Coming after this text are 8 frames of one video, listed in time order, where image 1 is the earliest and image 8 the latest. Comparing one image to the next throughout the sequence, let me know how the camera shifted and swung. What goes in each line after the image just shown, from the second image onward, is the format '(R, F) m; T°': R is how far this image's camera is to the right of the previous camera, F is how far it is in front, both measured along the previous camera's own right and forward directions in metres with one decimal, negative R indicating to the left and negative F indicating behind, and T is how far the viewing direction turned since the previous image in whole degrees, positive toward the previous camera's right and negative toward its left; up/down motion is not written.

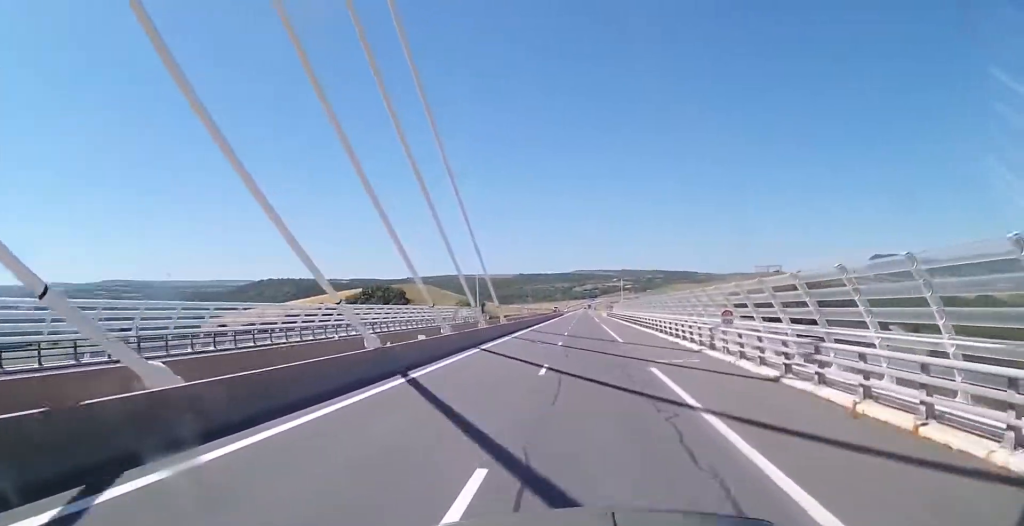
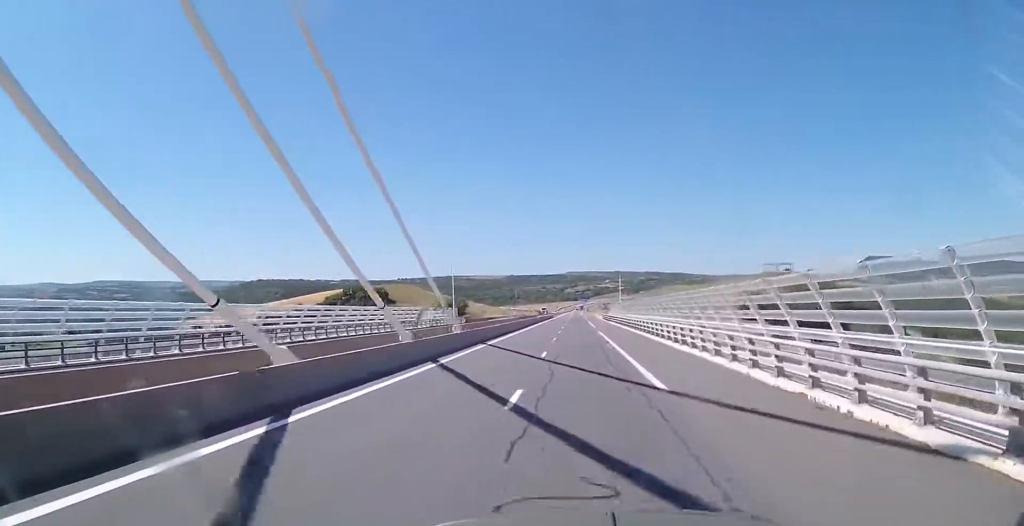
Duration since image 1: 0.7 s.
(0.0, +19.0) m; 0°
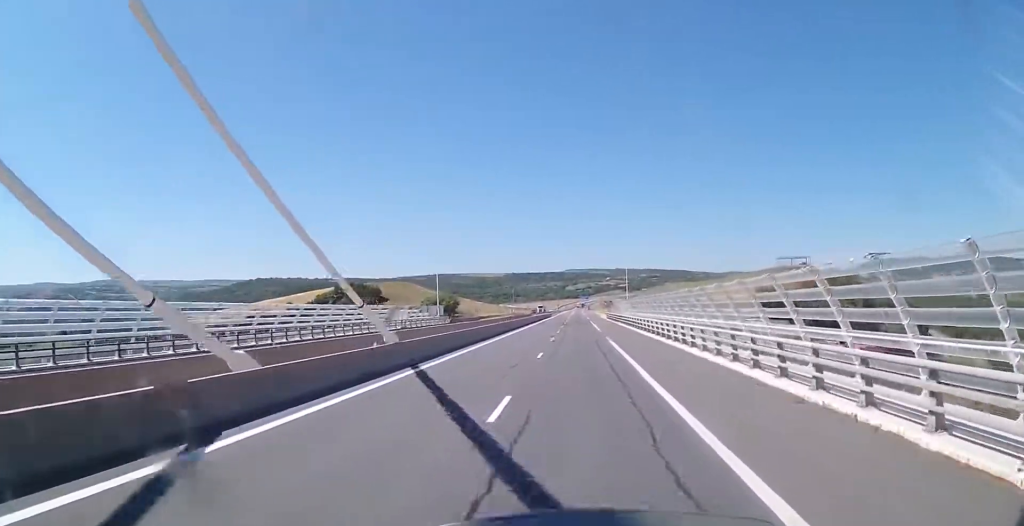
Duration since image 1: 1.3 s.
(+0.2, +14.1) m; 0°
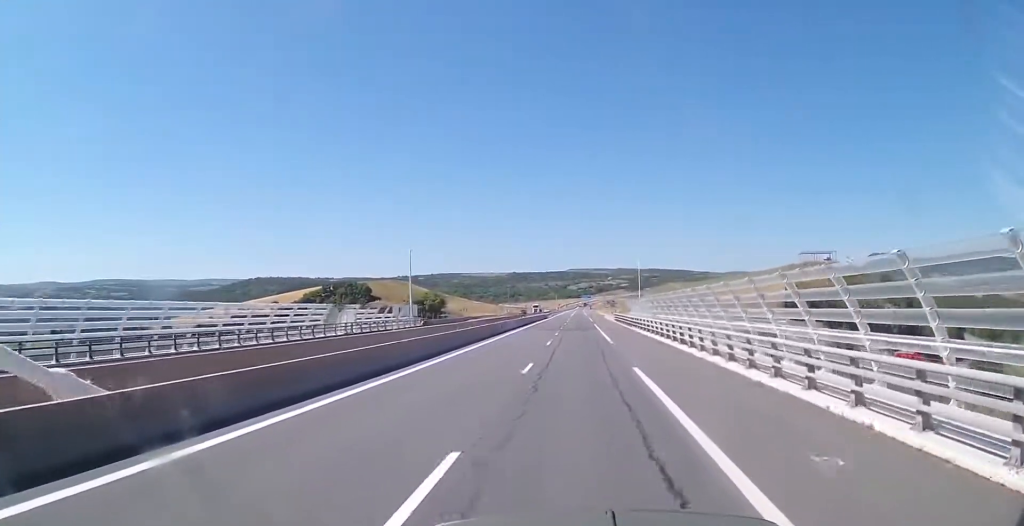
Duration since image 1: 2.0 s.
(-0.1, +18.3) m; 0°
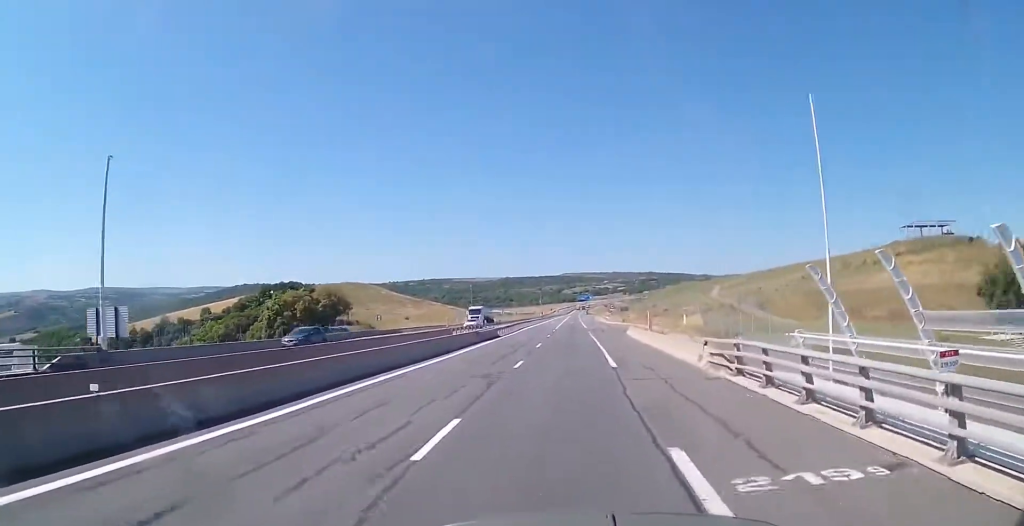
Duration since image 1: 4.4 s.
(+0.5, +62.0) m; 0°
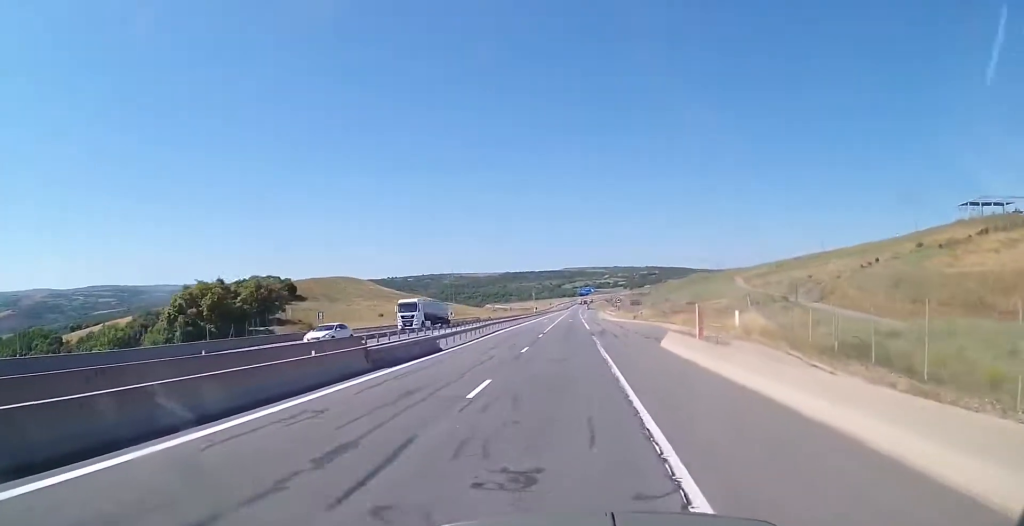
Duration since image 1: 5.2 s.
(-0.3, +21.2) m; 0°
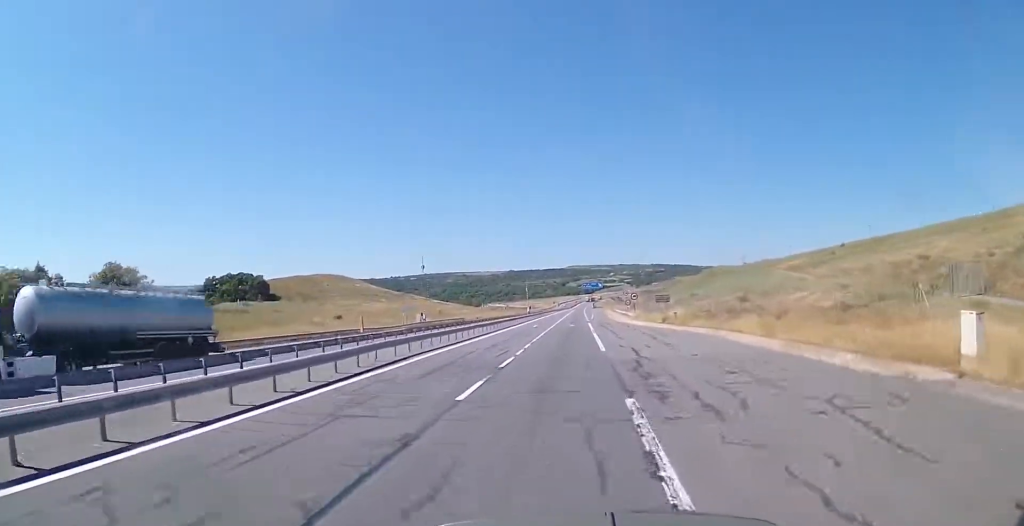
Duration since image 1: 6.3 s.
(+0.2, +27.0) m; +1°
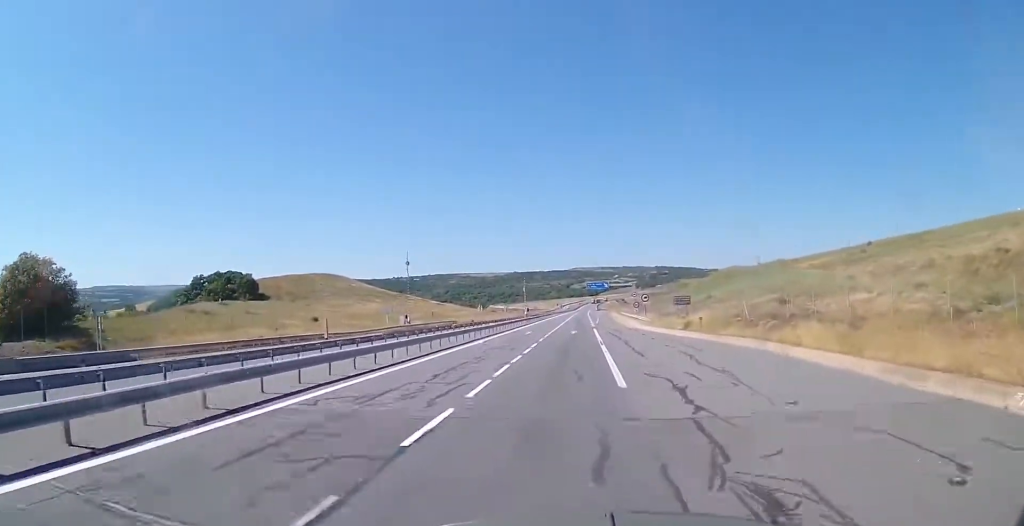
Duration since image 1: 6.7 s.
(0.0, +10.9) m; 0°
